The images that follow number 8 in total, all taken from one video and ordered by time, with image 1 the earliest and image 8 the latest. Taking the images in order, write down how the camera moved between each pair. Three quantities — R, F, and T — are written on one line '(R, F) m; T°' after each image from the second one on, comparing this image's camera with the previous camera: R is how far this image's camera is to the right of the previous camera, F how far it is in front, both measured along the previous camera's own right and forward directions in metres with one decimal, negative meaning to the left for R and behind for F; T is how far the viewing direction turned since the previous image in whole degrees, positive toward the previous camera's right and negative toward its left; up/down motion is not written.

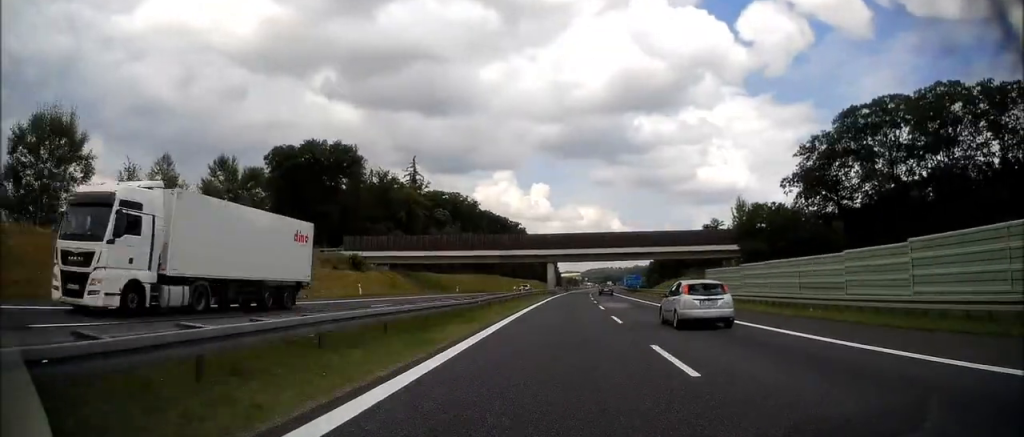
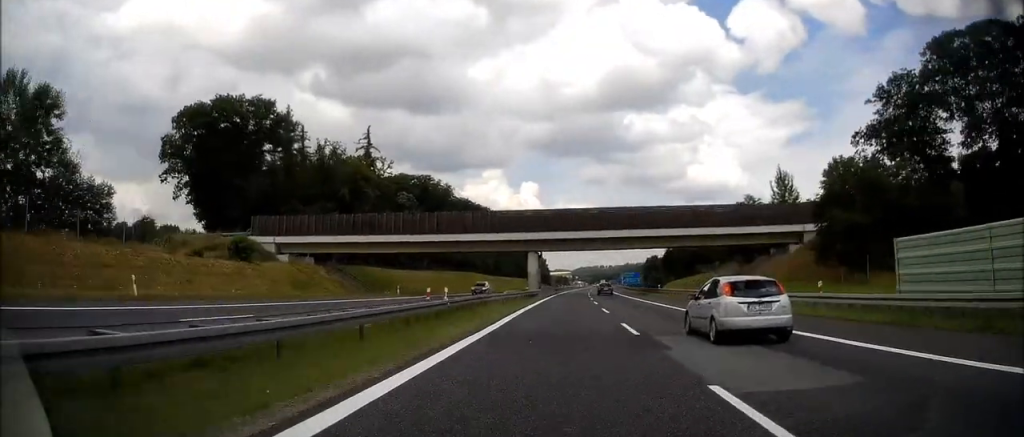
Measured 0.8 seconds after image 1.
(+0.2, +29.6) m; +1°
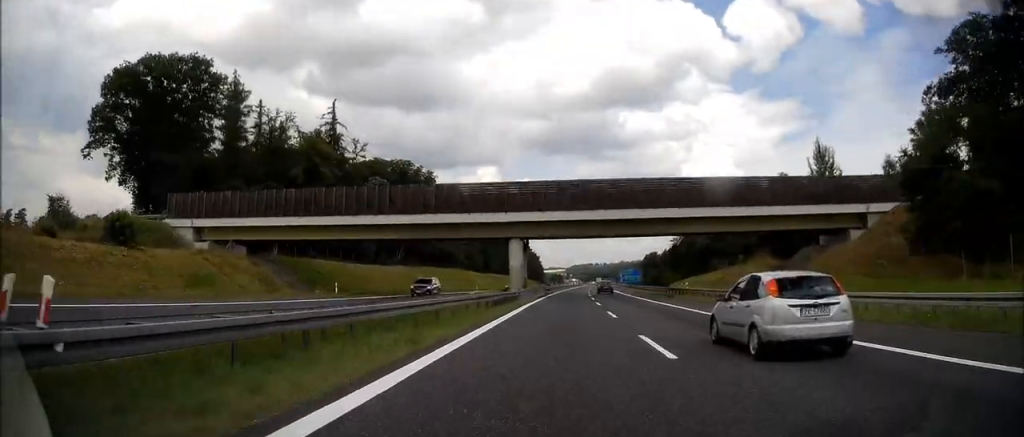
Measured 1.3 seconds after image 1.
(+0.2, +17.4) m; +1°
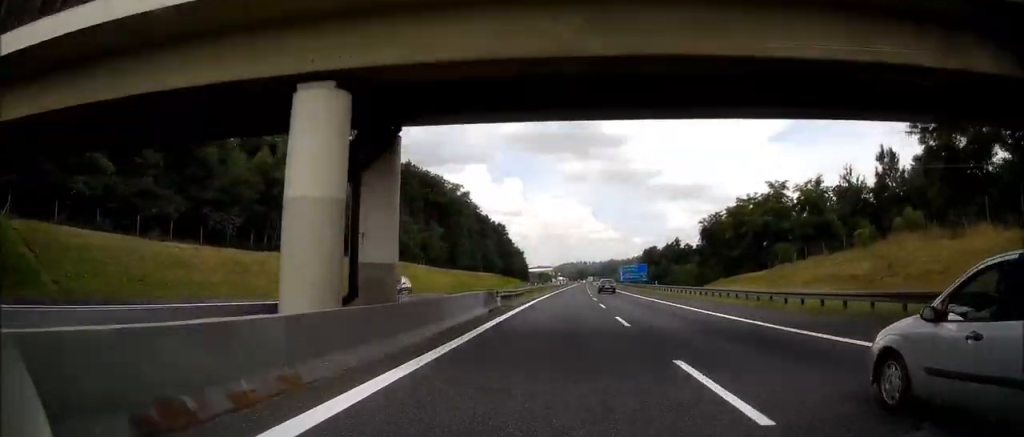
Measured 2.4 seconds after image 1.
(+0.4, +41.0) m; +1°
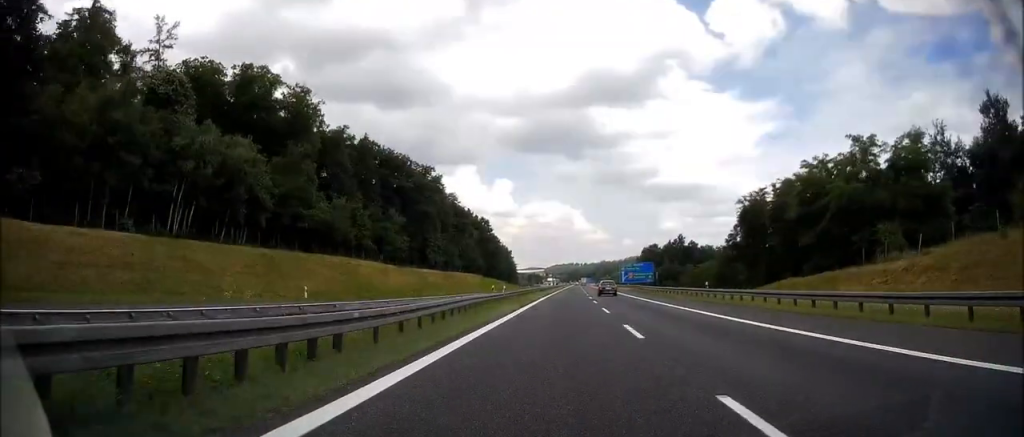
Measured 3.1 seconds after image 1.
(+0.1, +27.4) m; +1°
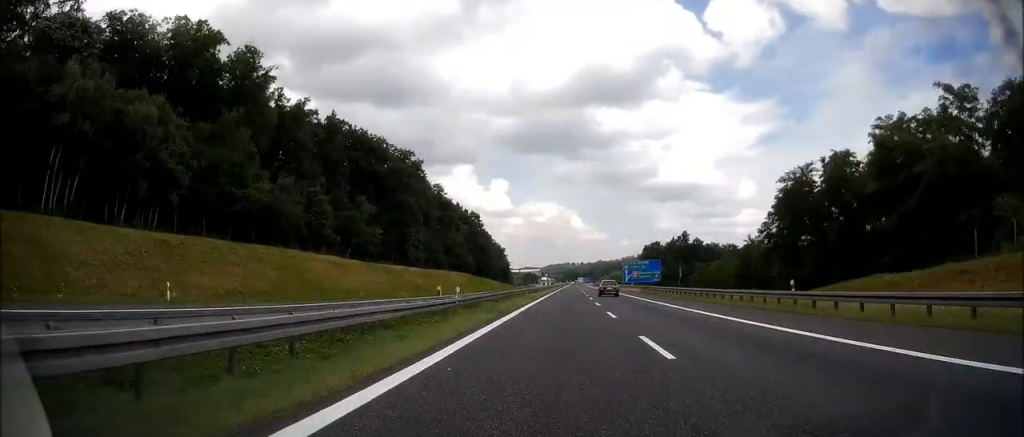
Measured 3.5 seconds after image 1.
(+0.1, +16.2) m; +1°
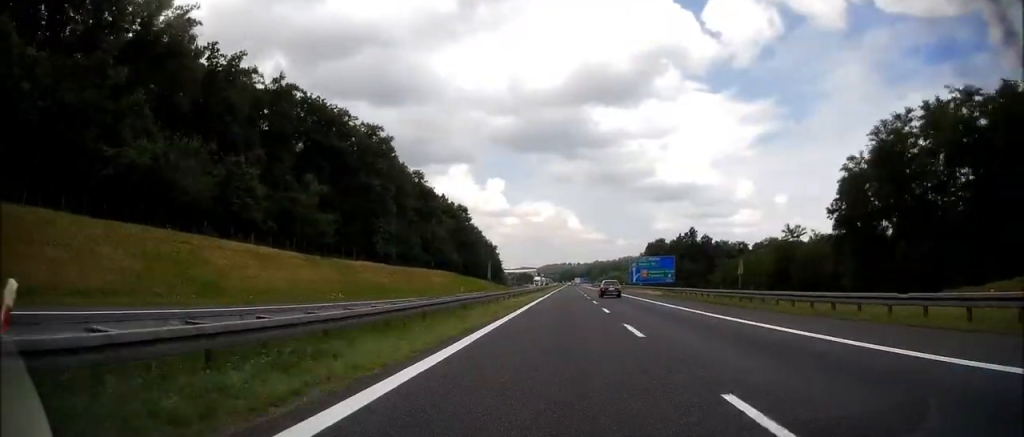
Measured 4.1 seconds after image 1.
(+0.1, +20.0) m; +1°
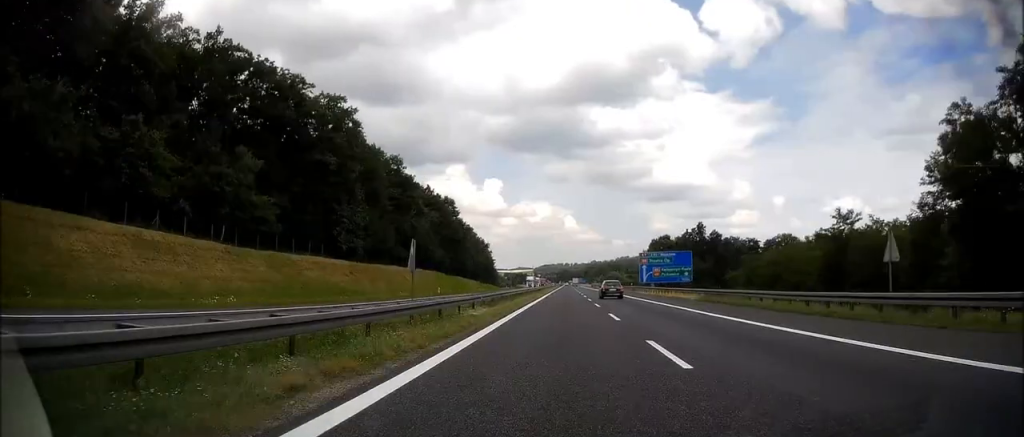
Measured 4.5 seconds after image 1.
(+0.2, +17.5) m; 0°
